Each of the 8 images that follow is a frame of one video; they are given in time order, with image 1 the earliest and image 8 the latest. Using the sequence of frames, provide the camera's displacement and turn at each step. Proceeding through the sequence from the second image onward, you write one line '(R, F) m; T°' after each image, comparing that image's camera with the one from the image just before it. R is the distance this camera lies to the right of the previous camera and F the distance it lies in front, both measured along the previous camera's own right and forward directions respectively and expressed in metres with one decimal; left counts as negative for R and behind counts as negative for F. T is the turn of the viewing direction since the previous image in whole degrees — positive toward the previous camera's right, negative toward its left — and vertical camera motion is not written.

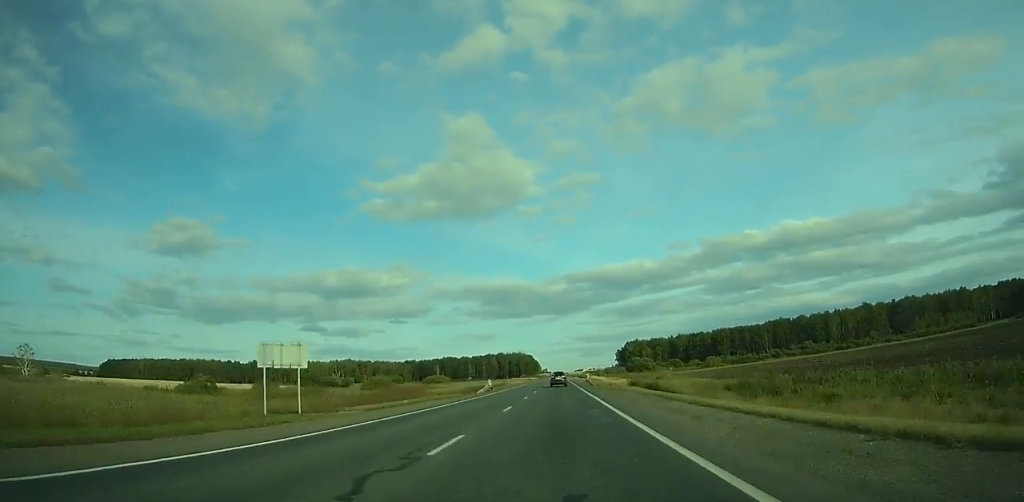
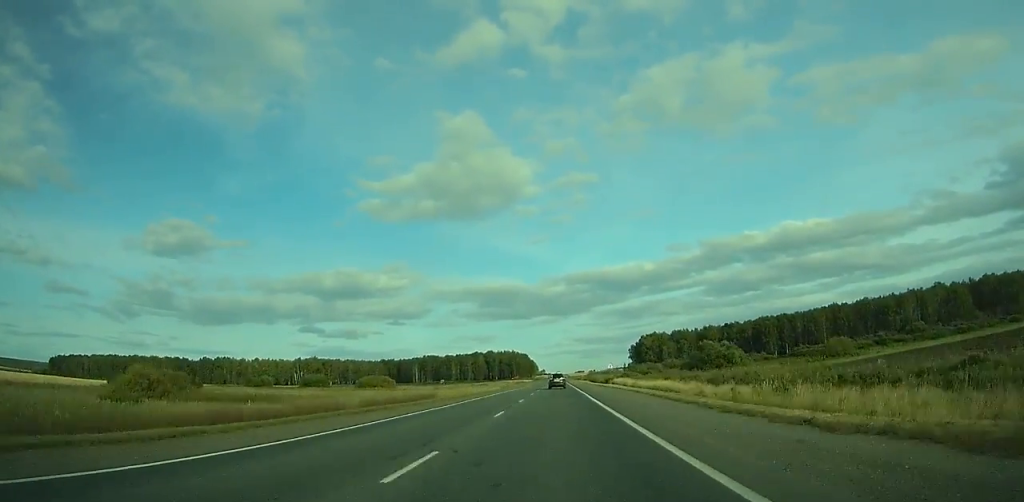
(+0.2, +86.7) m; 0°
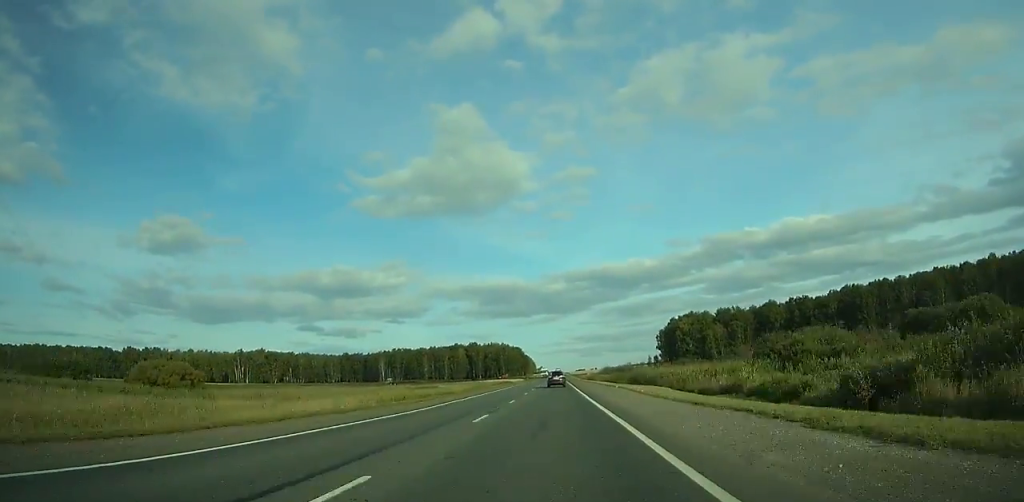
(+0.1, +97.7) m; 0°
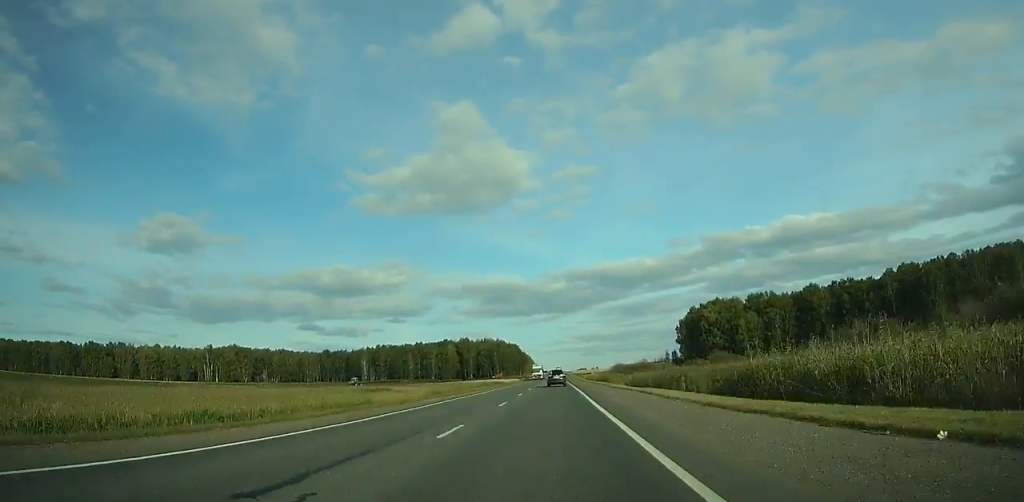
(0.0, +41.1) m; 0°
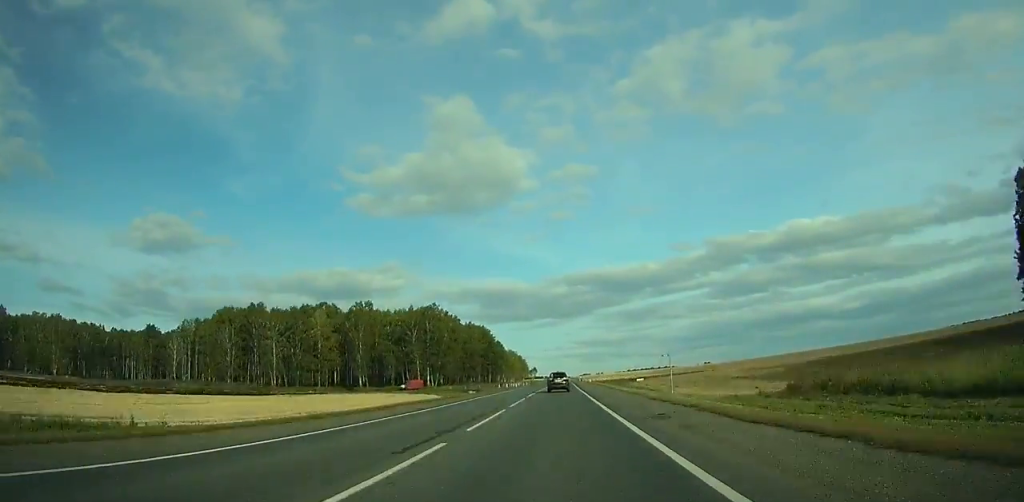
(-0.5, +196.3) m; 0°
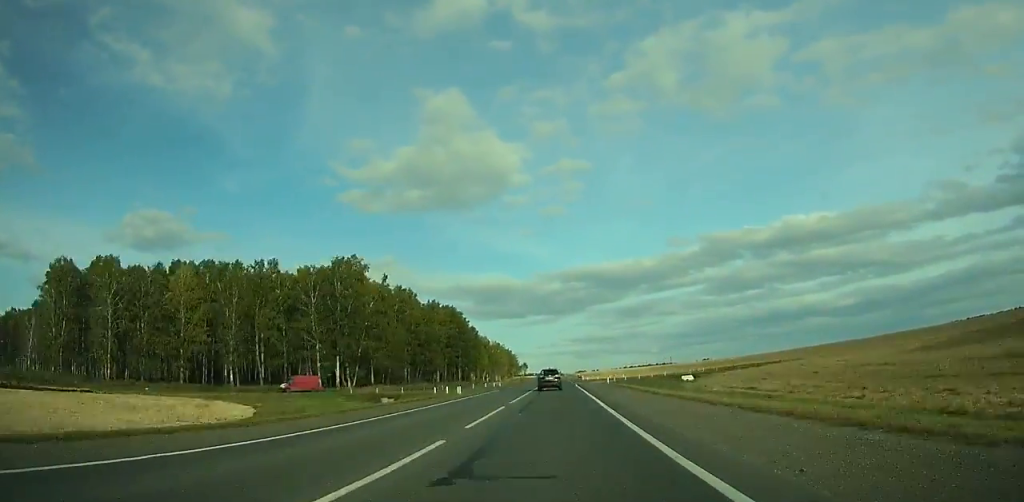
(0.0, +59.7) m; 0°
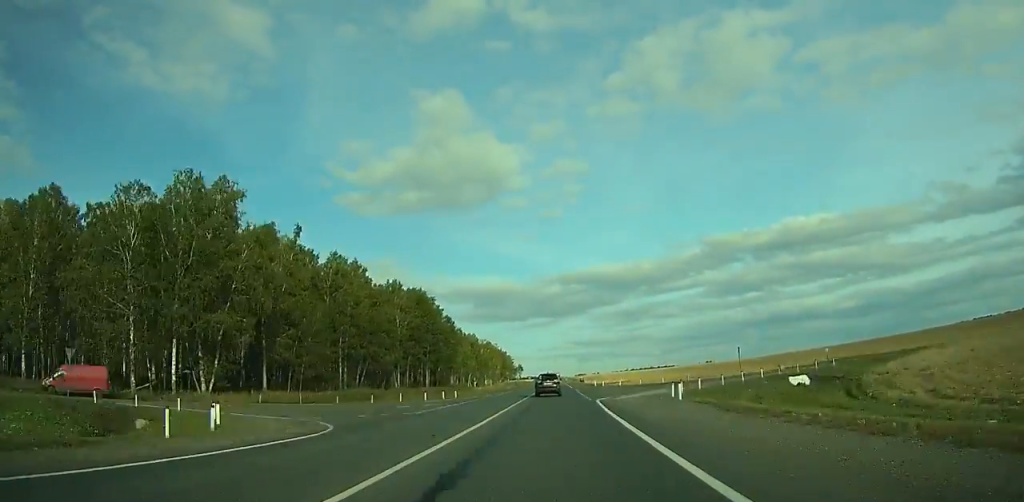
(+0.2, +42.1) m; 0°
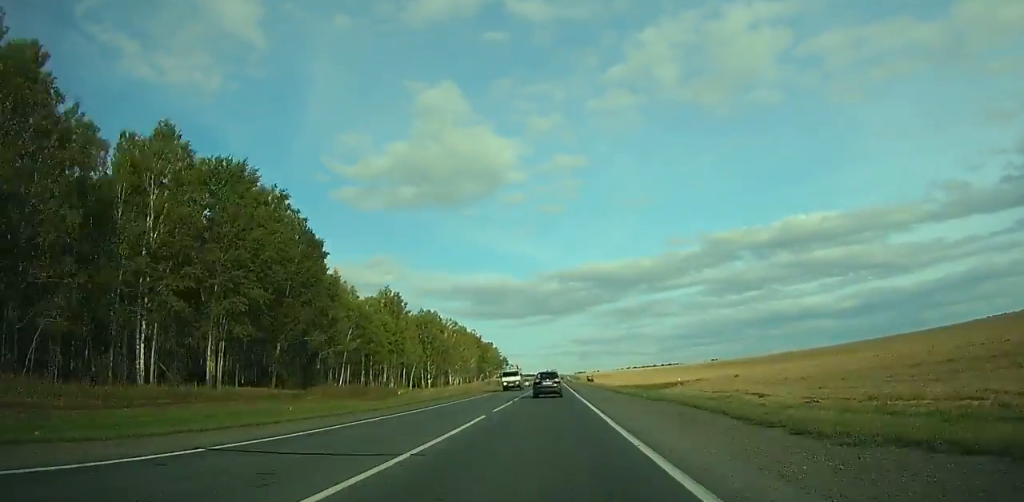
(+0.1, +83.8) m; 0°
